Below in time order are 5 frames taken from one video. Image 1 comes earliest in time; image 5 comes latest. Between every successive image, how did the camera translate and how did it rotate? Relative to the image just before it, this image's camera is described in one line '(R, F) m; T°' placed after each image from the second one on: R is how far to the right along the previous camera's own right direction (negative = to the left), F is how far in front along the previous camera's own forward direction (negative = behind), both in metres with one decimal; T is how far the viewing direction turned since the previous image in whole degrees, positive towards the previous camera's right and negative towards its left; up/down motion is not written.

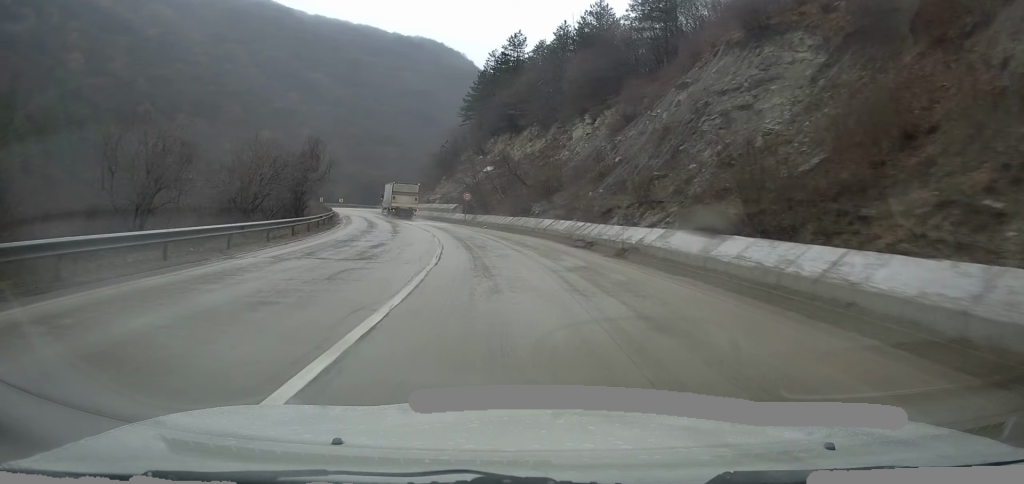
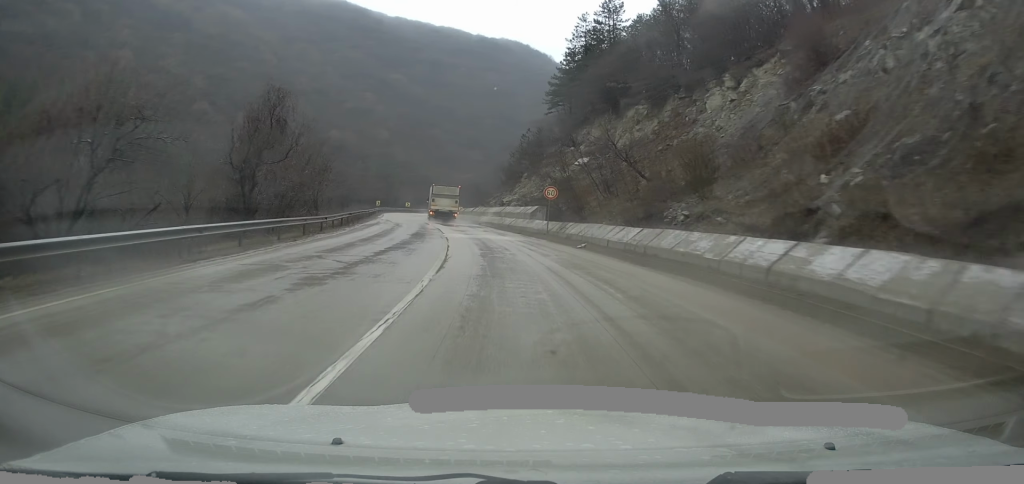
(-1.1, +20.6) m; -8°
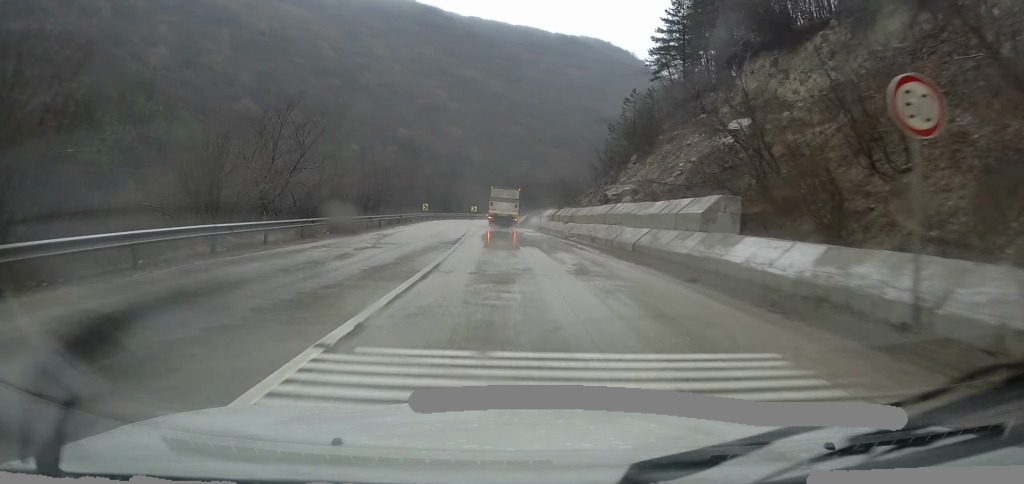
(-2.5, +26.6) m; -8°
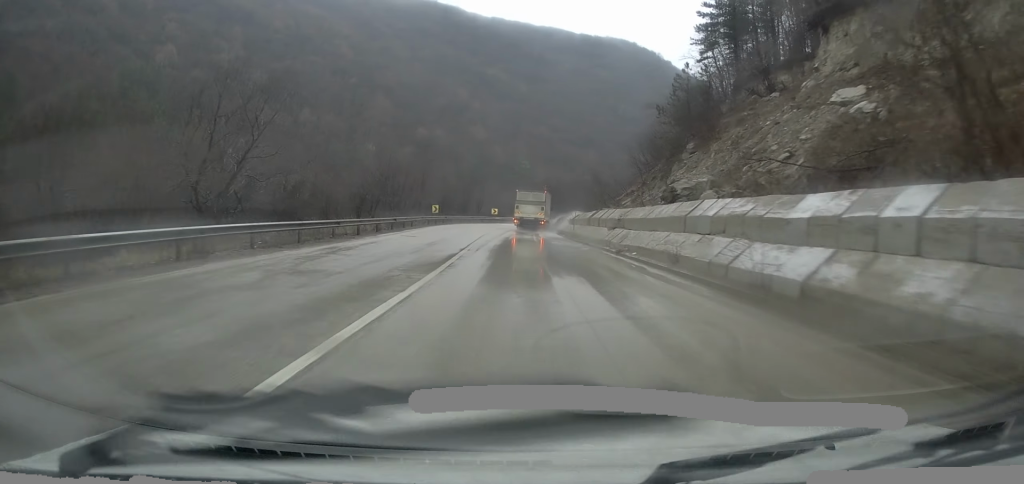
(-0.1, +10.5) m; -2°
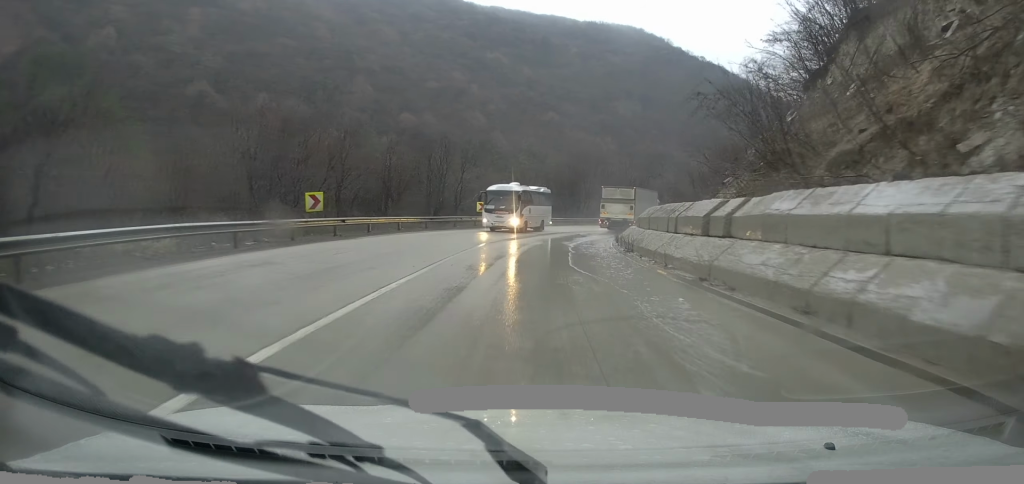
(-1.6, +36.7) m; -4°
